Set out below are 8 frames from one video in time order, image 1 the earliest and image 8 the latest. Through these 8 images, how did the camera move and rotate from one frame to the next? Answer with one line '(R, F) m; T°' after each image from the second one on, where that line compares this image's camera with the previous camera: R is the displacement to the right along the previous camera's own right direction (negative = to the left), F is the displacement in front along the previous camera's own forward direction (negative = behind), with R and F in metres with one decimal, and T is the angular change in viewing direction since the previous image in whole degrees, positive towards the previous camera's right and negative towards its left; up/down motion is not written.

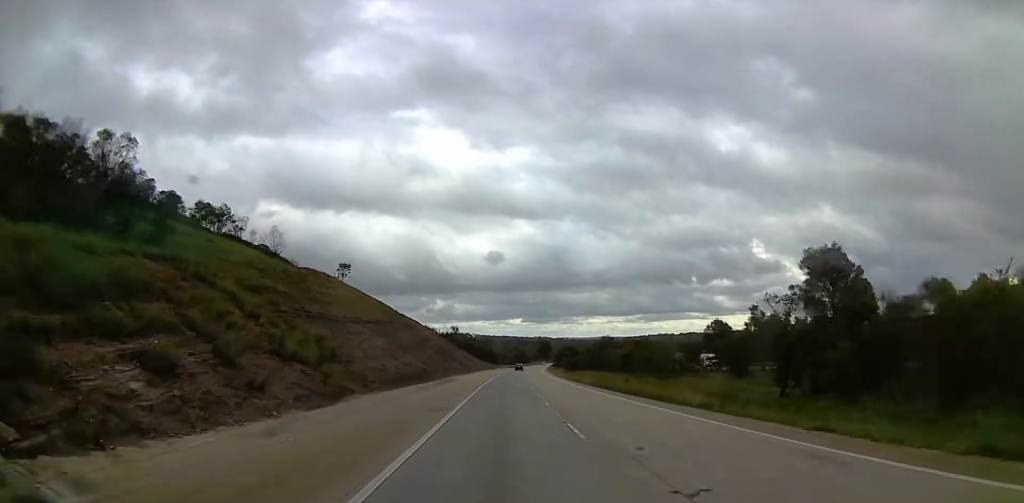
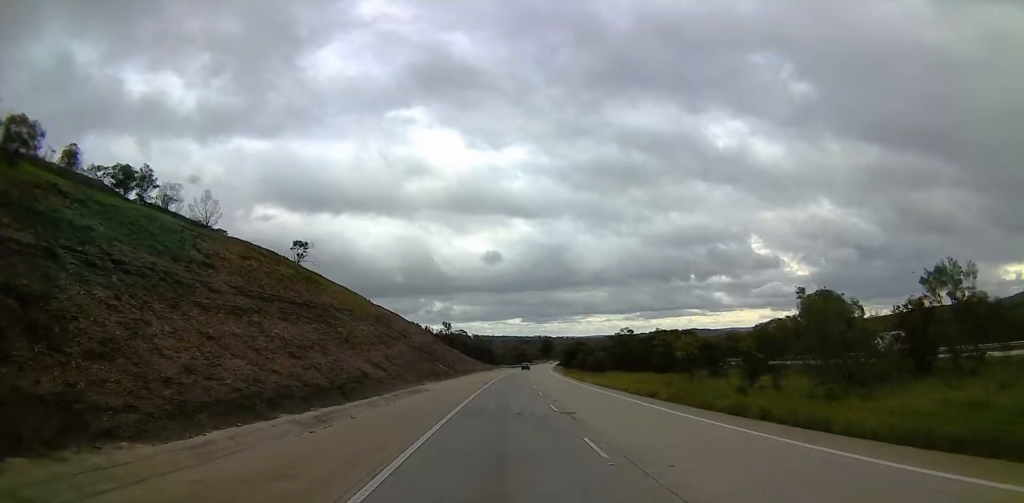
(+0.1, +27.1) m; -1°
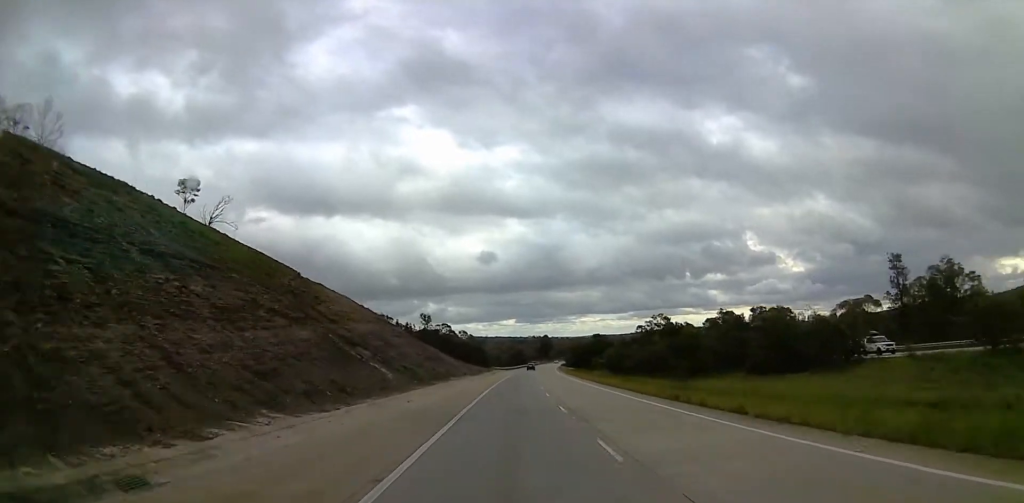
(-1.0, +37.0) m; 0°
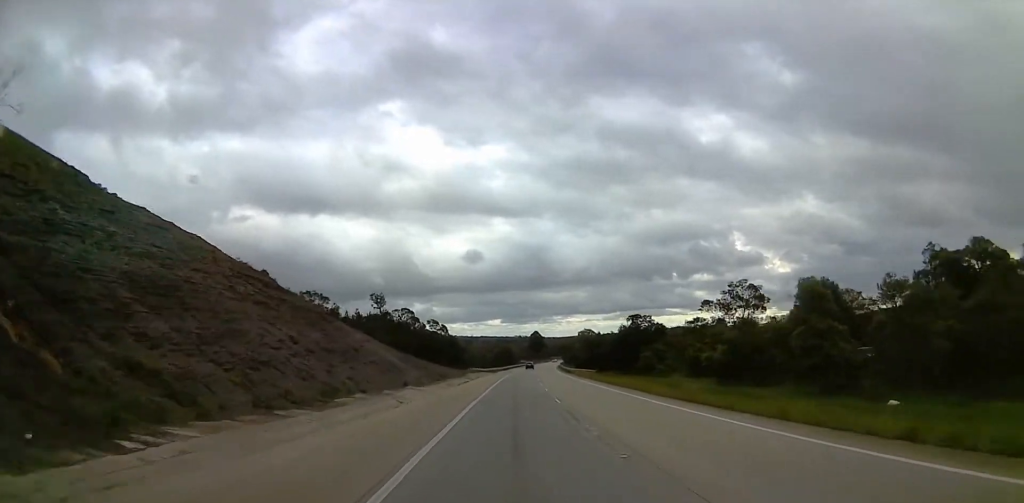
(+1.6, +43.5) m; +2°
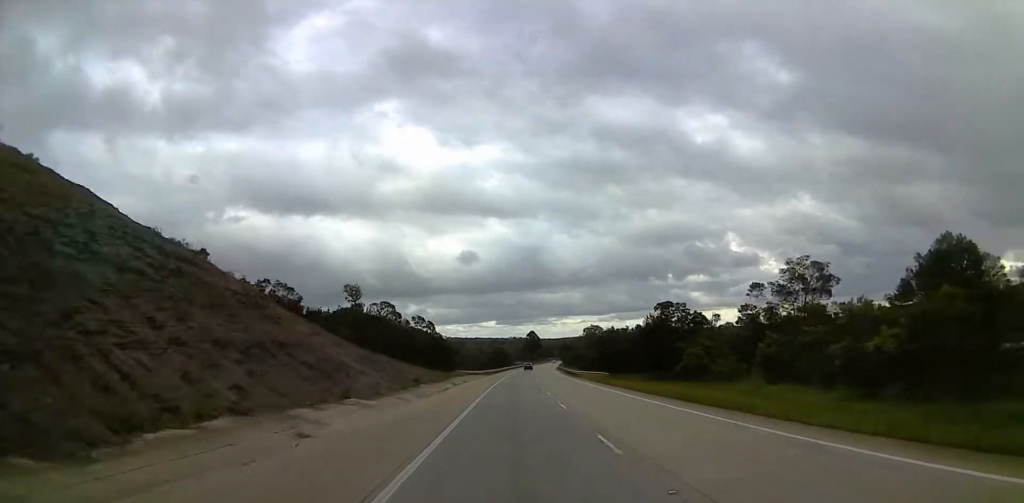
(-0.2, +14.1) m; 0°
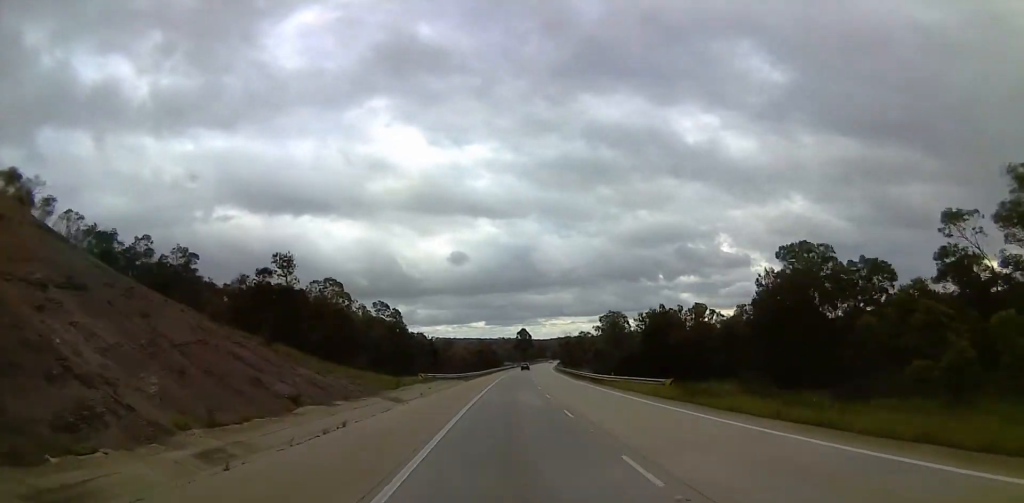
(-0.6, +27.1) m; 0°
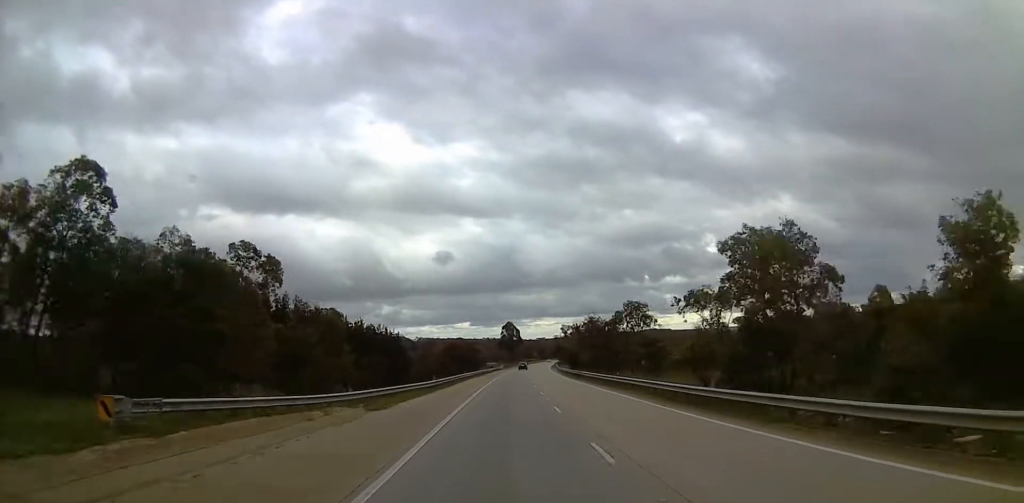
(+1.3, +44.4) m; +2°
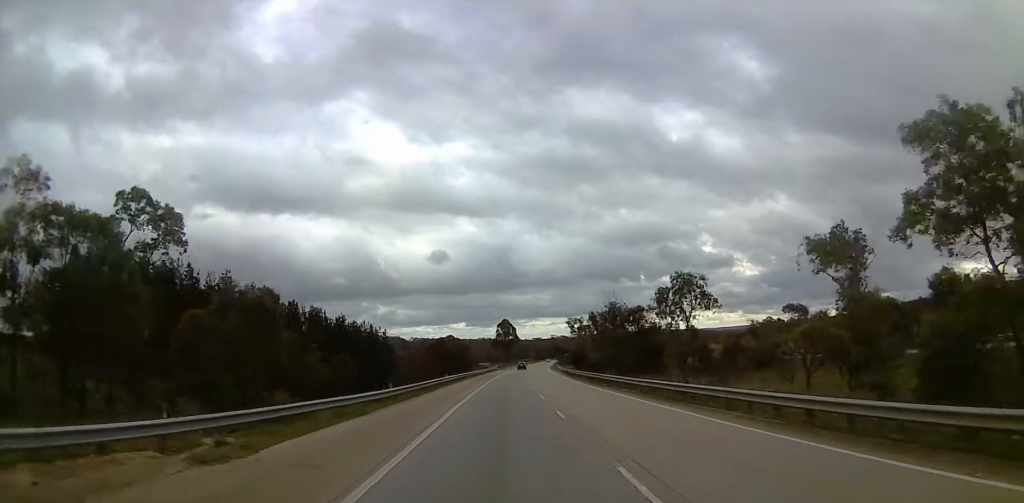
(-0.2, +14.5) m; +1°
